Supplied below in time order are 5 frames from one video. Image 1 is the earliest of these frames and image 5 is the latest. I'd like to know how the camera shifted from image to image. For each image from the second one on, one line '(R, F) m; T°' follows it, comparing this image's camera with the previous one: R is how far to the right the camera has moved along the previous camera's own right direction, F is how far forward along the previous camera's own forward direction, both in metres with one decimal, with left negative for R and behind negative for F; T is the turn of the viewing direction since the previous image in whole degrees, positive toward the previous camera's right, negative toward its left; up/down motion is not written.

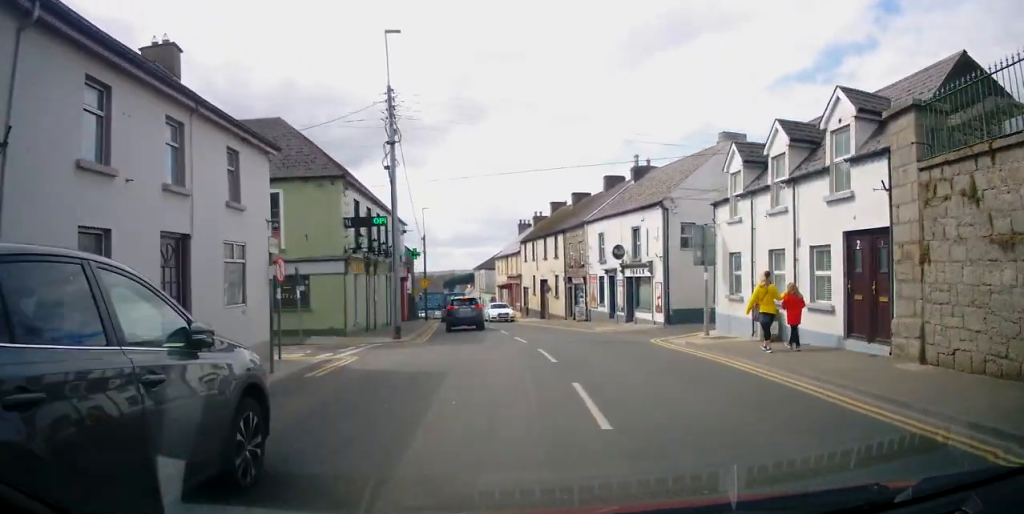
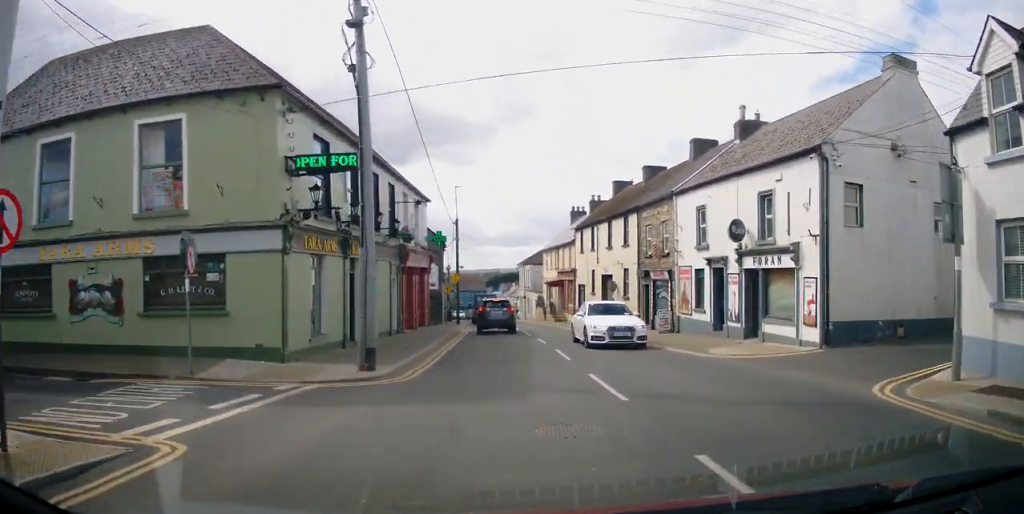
(0.0, +9.5) m; +1°
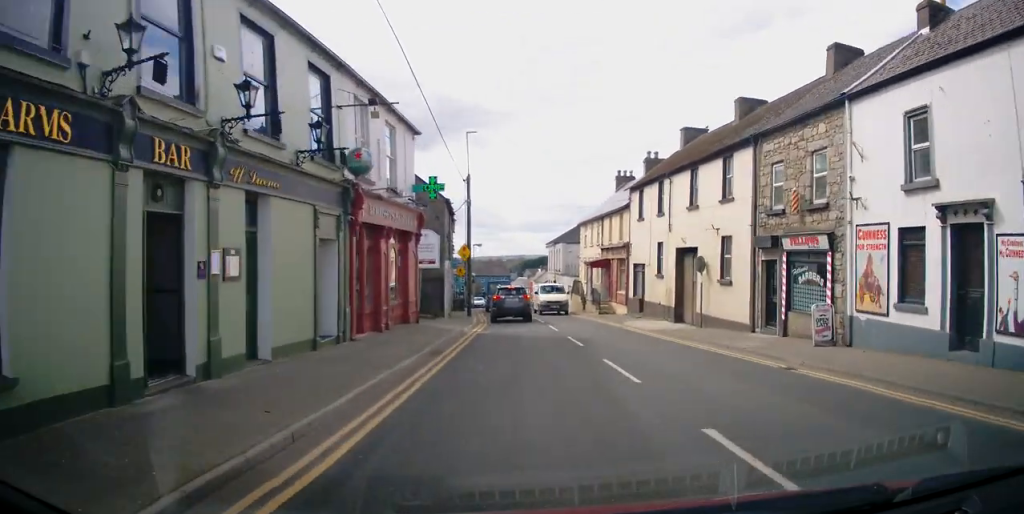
(-0.3, +11.1) m; -4°
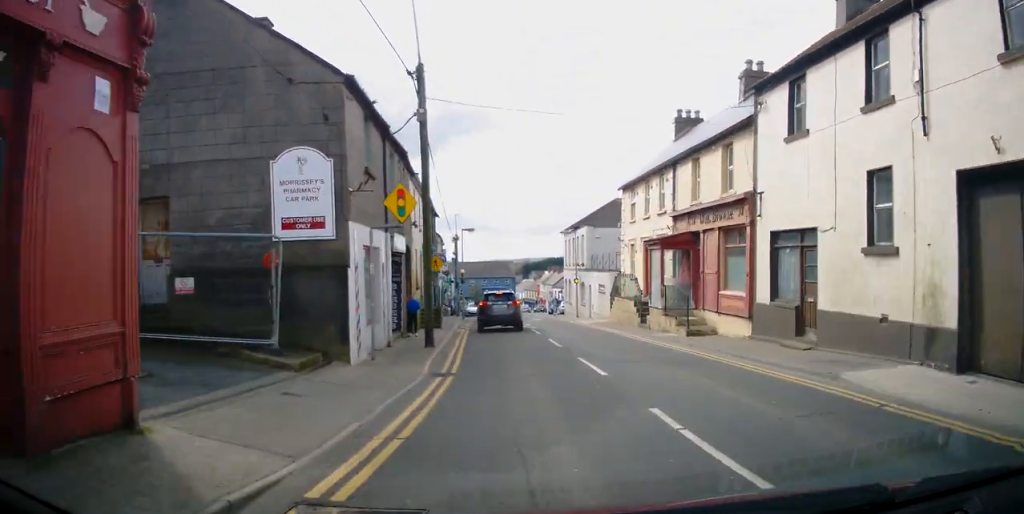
(-0.5, +16.5) m; -1°
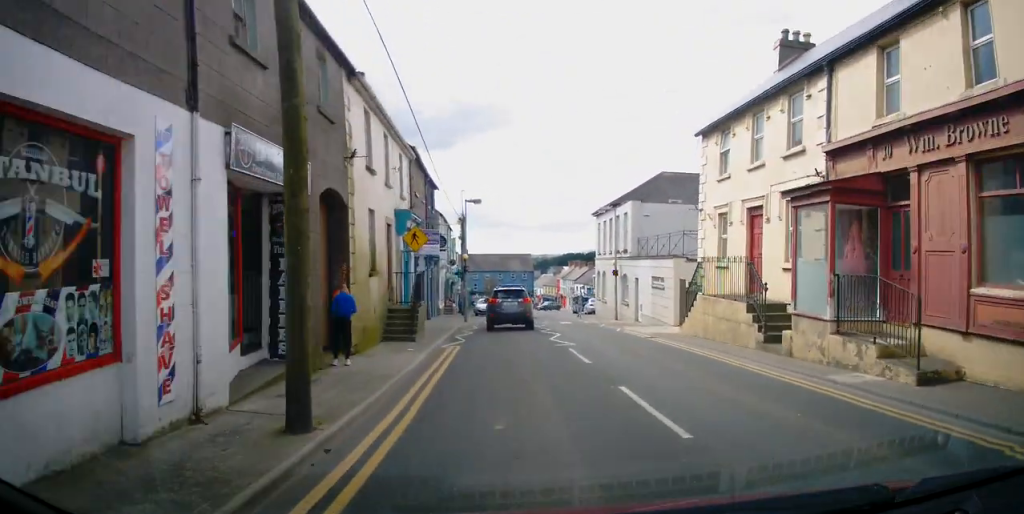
(+0.1, +10.6) m; -1°
